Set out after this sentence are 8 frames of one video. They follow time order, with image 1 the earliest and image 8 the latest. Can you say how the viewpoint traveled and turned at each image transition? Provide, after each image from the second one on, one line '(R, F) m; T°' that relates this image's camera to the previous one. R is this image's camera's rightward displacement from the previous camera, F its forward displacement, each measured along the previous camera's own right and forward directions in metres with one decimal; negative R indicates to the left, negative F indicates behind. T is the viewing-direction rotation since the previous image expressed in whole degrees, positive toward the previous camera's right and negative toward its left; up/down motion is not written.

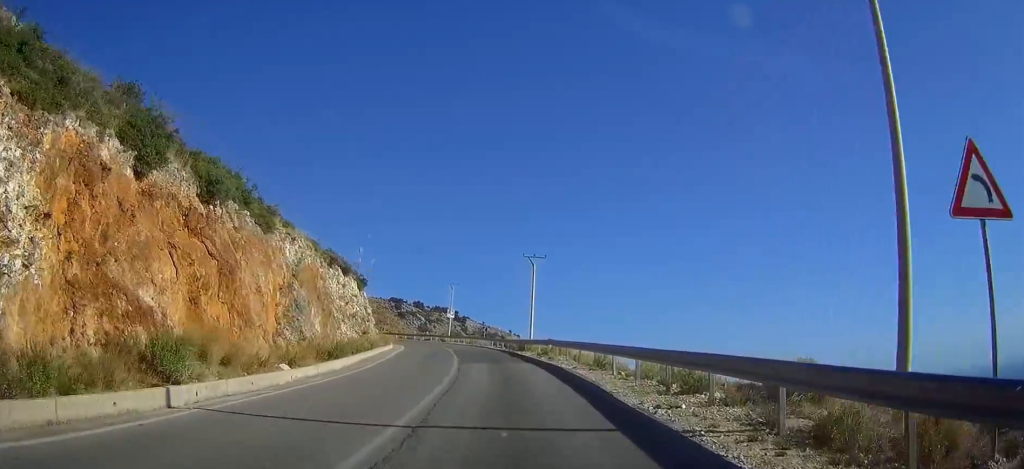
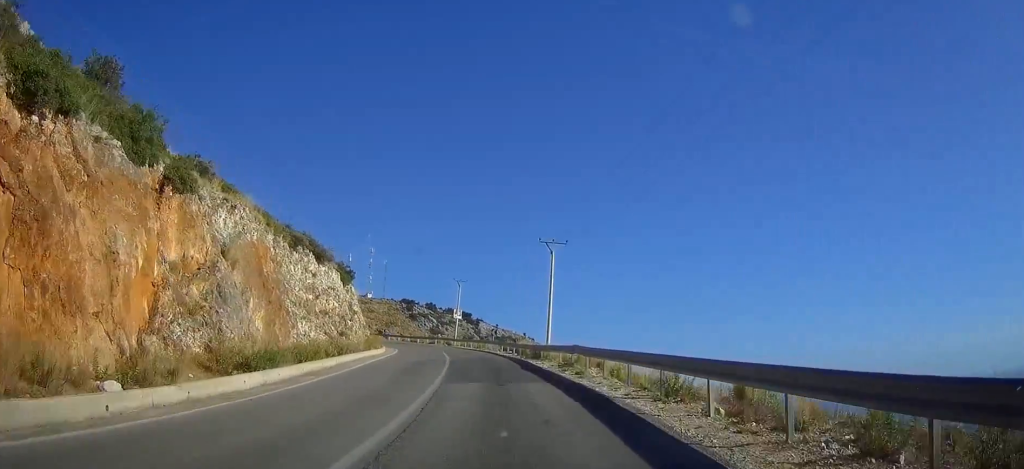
(+0.1, +9.8) m; -2°
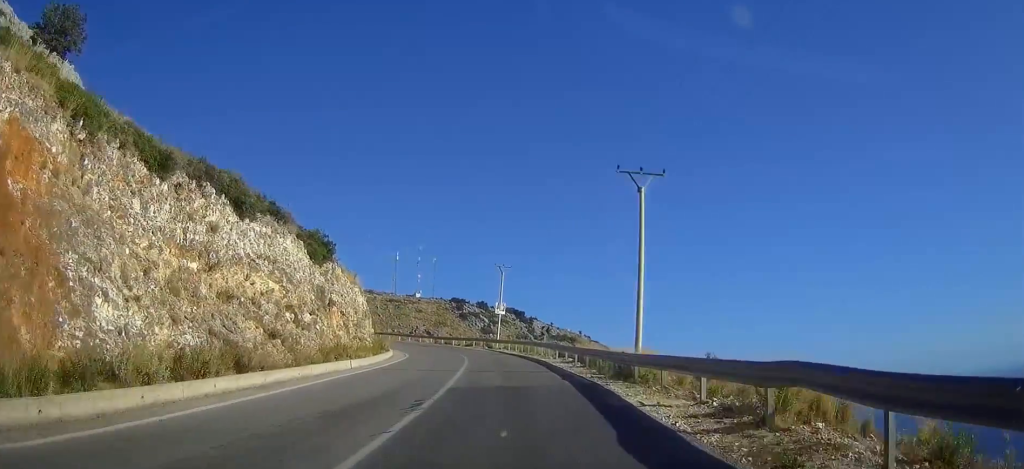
(-0.8, +17.5) m; -4°
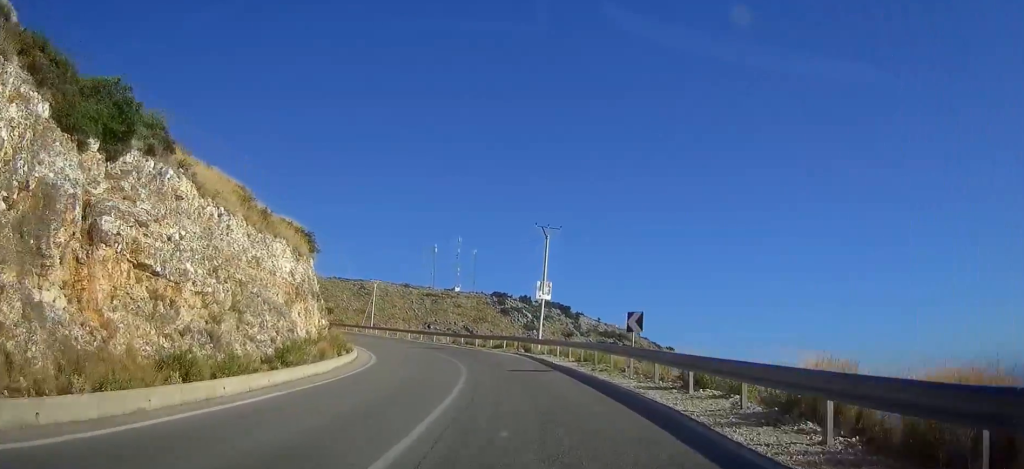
(-0.6, +22.2) m; -4°
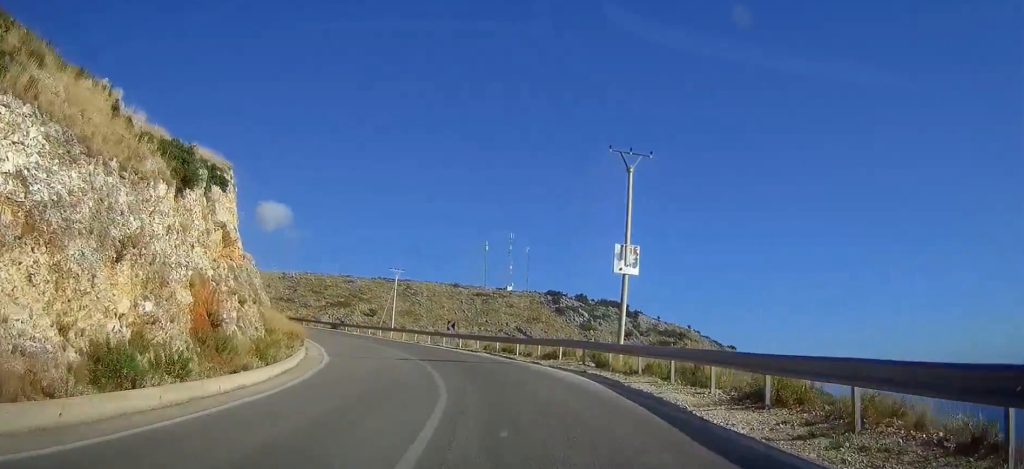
(-0.8, +17.8) m; -6°
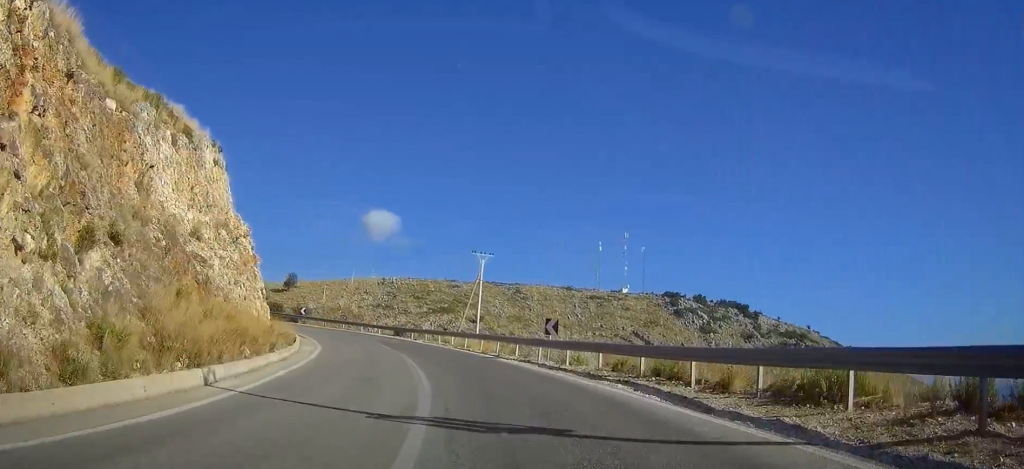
(-1.3, +18.7) m; -9°
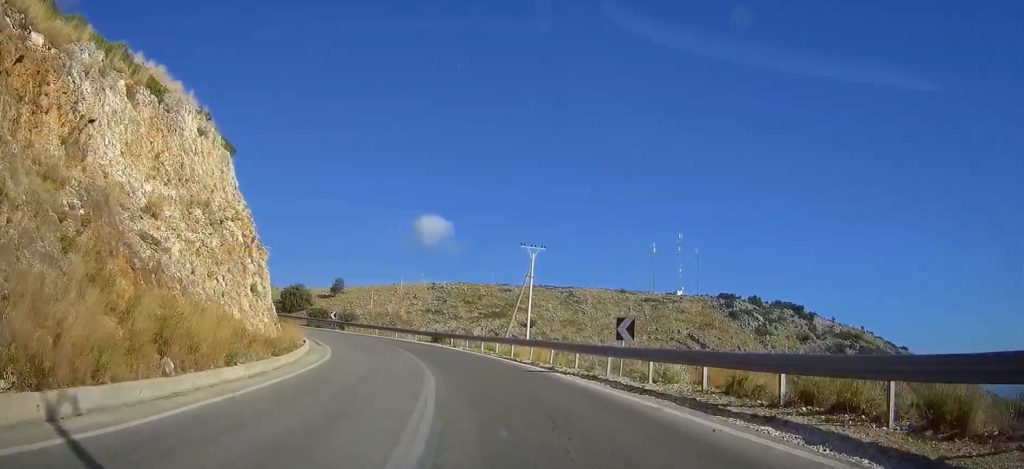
(0.0, +6.8) m; -4°
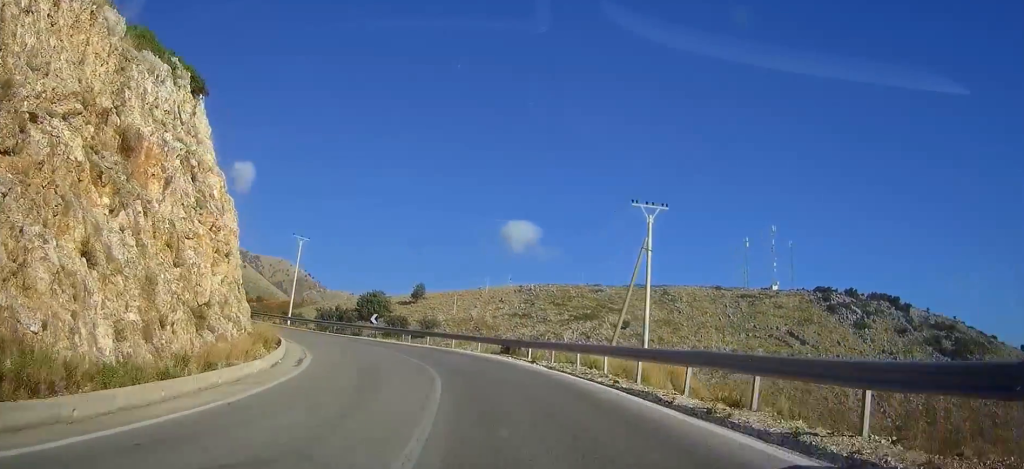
(-1.0, +14.9) m; -7°
